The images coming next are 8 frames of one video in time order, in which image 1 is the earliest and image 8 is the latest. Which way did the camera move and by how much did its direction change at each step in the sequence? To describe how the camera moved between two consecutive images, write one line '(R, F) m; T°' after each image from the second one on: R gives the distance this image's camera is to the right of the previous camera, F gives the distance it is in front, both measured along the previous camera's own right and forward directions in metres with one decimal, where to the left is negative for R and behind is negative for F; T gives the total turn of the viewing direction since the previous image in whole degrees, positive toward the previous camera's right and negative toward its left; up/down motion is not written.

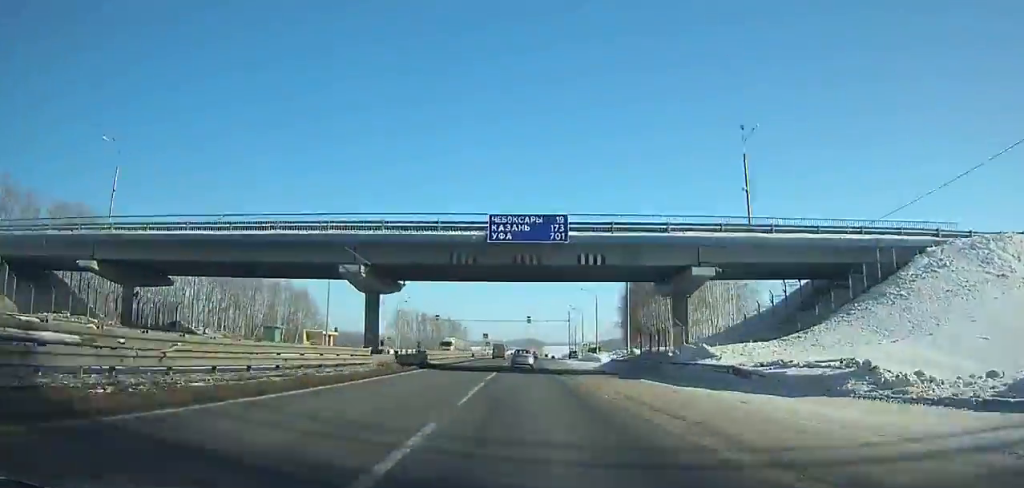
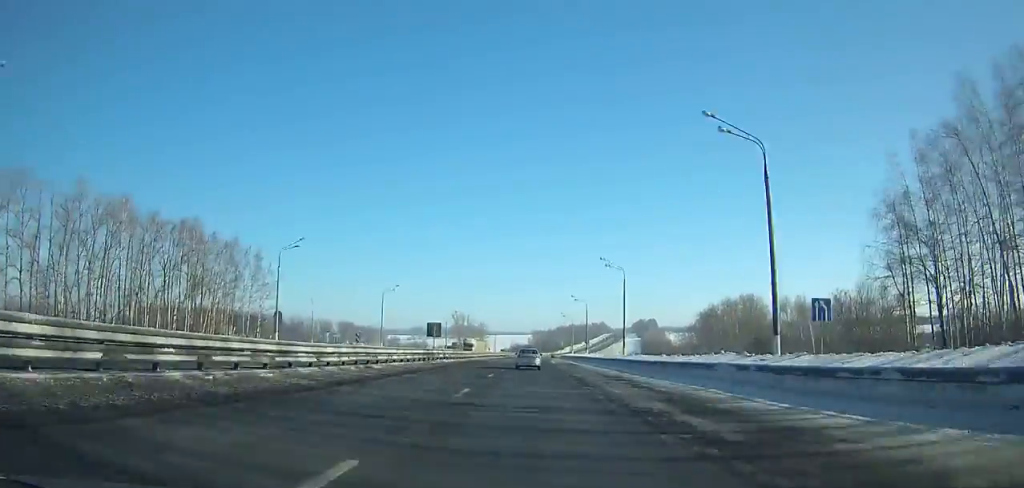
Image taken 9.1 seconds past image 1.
(+12.8, +226.6) m; +7°
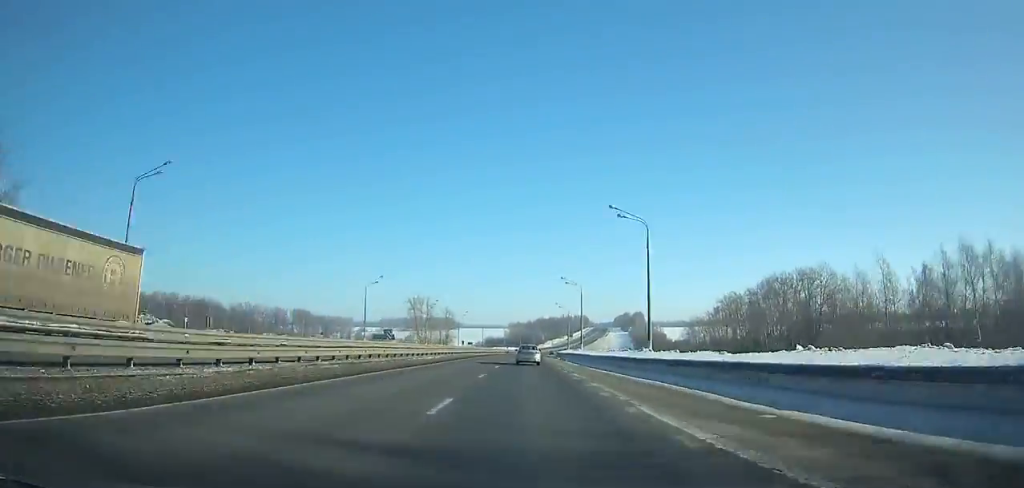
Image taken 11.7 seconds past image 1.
(+1.0, +64.8) m; +2°
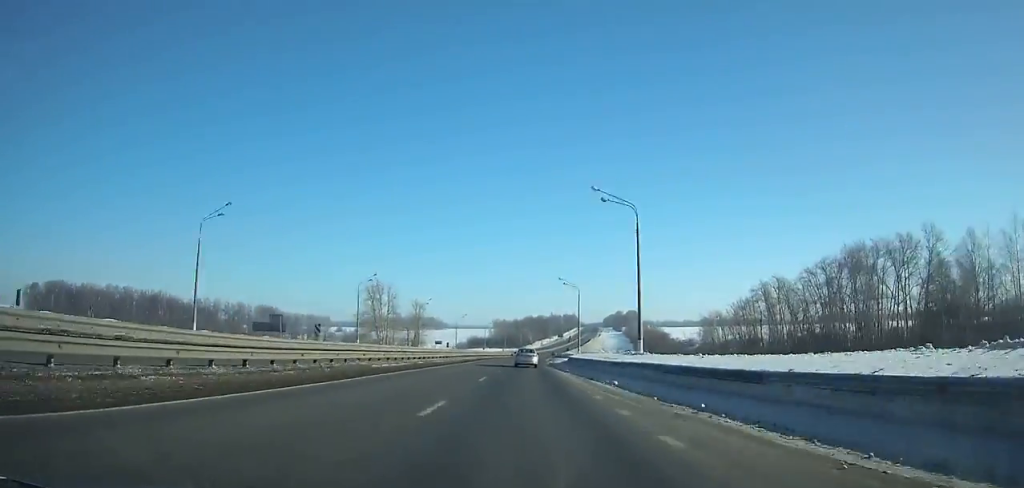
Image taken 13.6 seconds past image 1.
(+0.1, +47.8) m; +1°
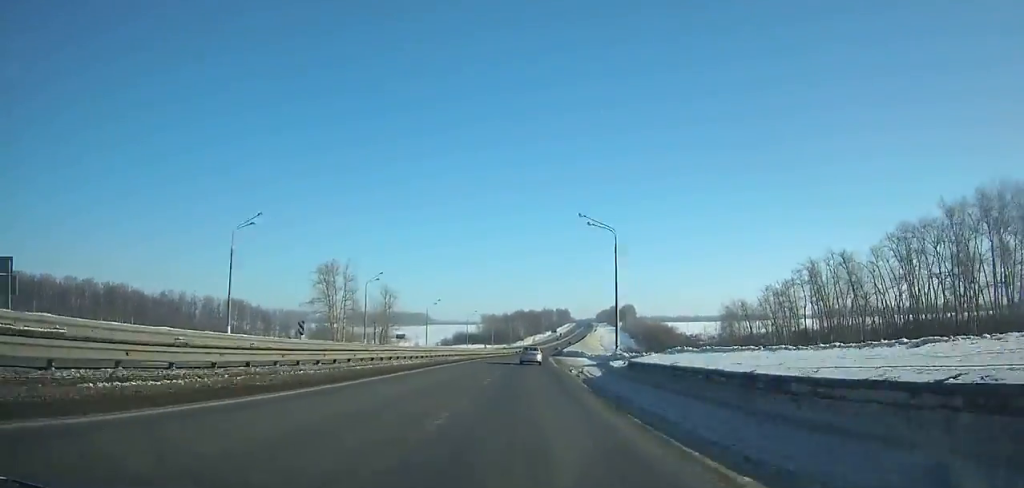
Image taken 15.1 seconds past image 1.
(+0.9, +38.3) m; +1°
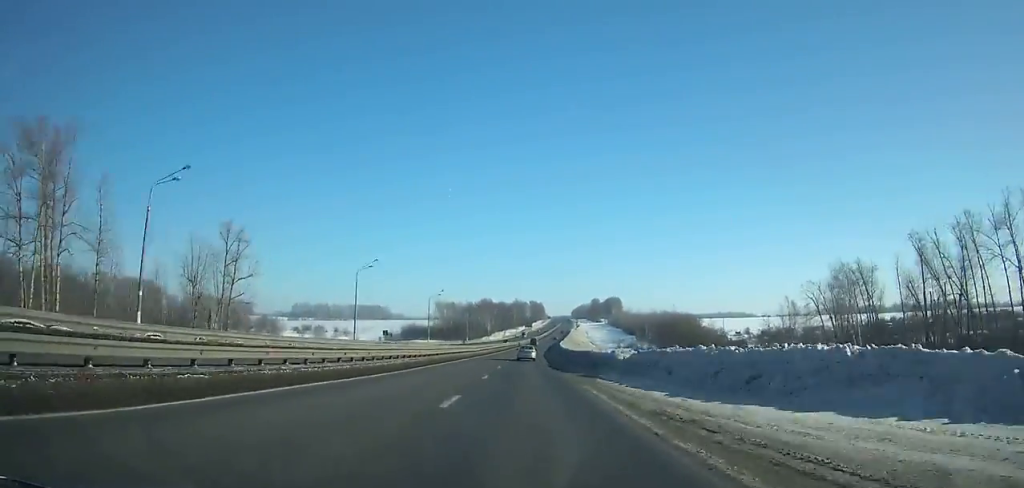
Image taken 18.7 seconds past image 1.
(+2.3, +92.5) m; +3°
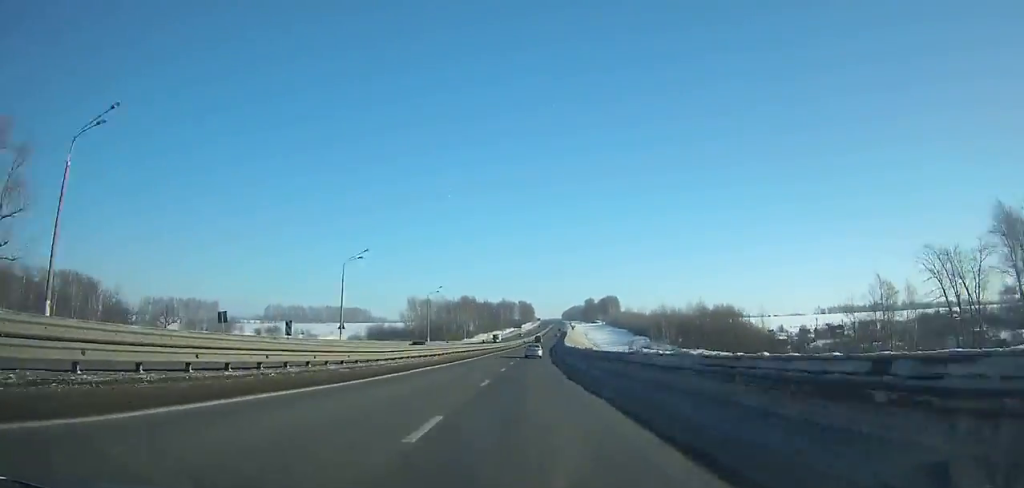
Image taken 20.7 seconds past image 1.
(+0.7, +52.0) m; +1°
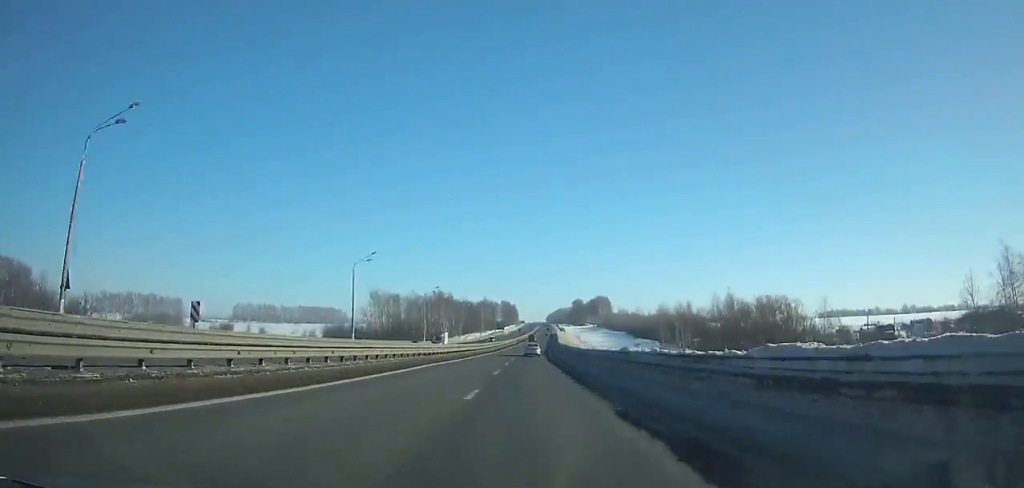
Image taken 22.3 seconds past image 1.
(+0.1, +41.8) m; +1°
